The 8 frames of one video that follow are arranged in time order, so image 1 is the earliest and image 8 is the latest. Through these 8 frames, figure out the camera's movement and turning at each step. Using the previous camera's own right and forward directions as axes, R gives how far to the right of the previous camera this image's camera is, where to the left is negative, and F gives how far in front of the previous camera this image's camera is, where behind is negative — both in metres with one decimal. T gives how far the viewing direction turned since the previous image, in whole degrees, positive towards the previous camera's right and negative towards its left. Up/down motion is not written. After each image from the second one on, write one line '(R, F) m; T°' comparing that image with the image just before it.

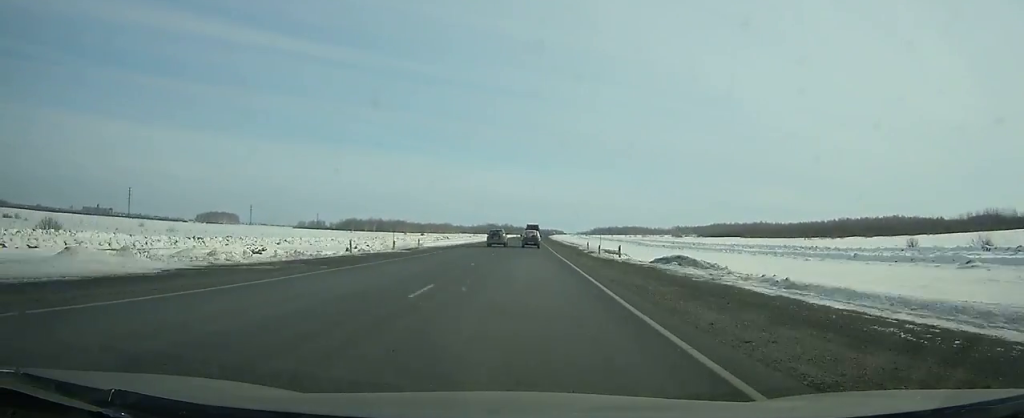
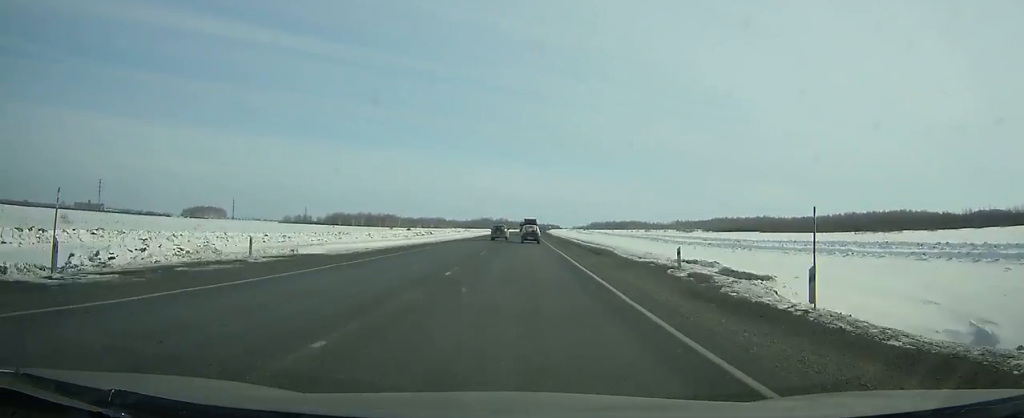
(+0.1, +31.4) m; 0°
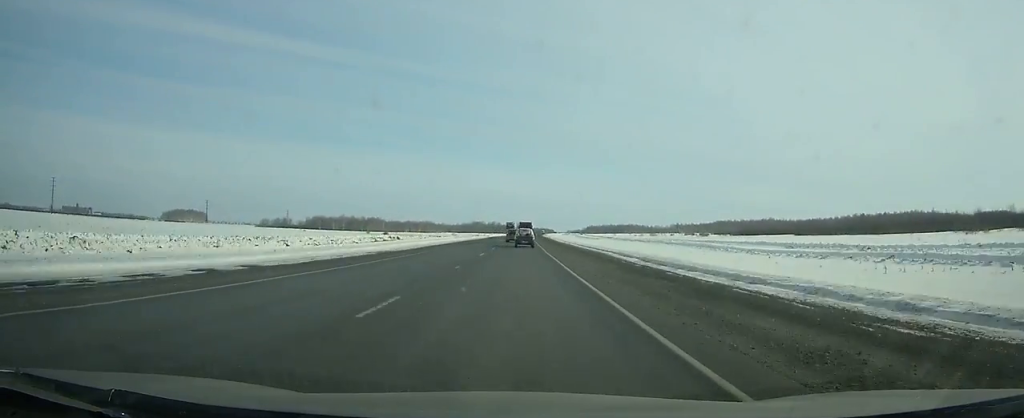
(+0.2, +42.5) m; 0°
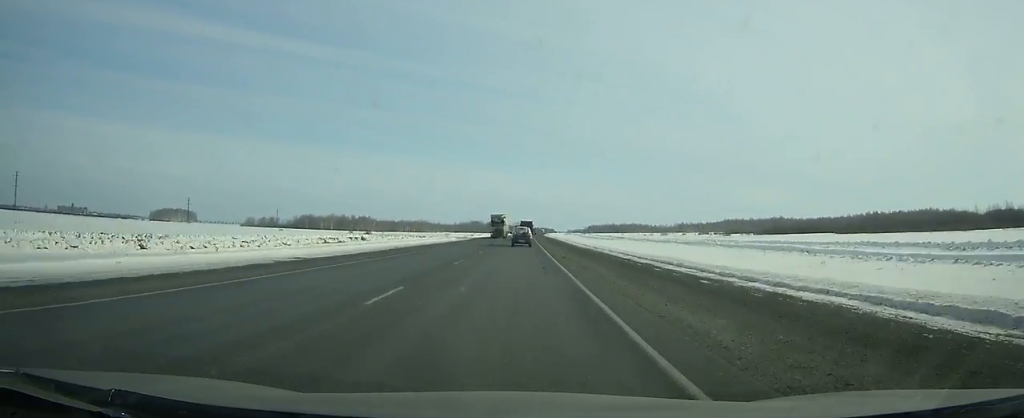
(0.0, +35.4) m; 0°
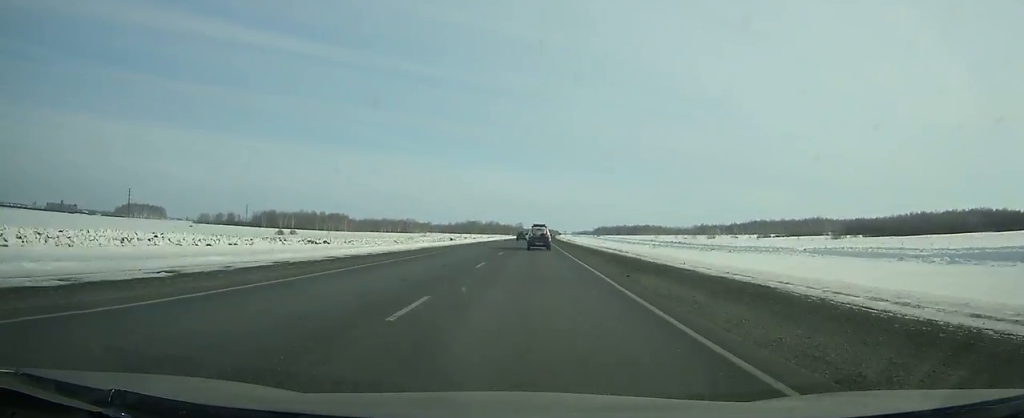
(0.0, +97.0) m; 0°
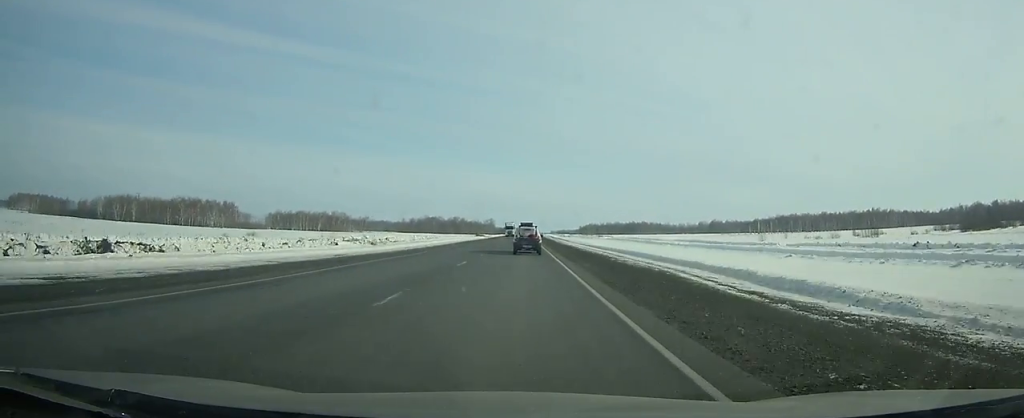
(+2.7, +167.3) m; +1°
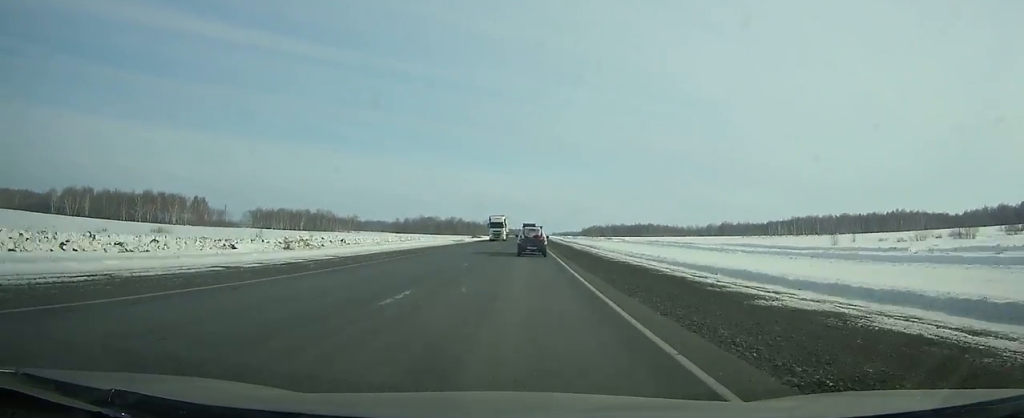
(0.0, +35.9) m; 0°
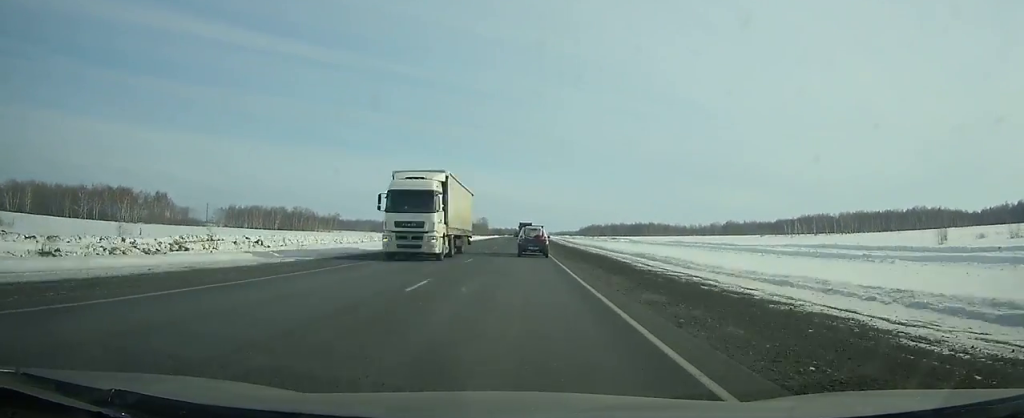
(0.0, +34.5) m; 0°
